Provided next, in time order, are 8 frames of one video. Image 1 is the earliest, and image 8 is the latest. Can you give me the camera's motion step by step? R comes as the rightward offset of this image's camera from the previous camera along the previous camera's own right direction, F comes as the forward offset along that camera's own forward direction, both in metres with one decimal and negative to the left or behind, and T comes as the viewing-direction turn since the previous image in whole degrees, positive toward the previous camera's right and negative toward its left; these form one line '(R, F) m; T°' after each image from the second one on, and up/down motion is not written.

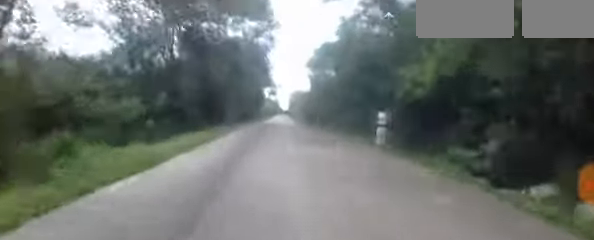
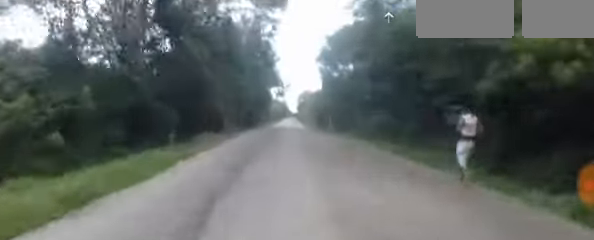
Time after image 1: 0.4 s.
(-0.2, +5.5) m; -1°
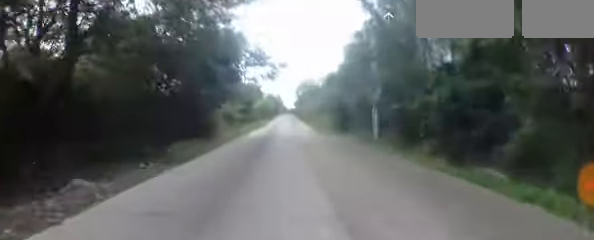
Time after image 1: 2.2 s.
(-0.2, +23.2) m; +1°
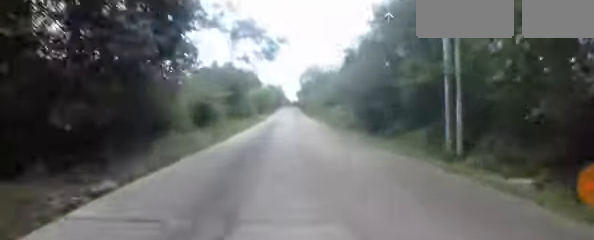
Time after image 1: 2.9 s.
(0.0, +9.2) m; -1°
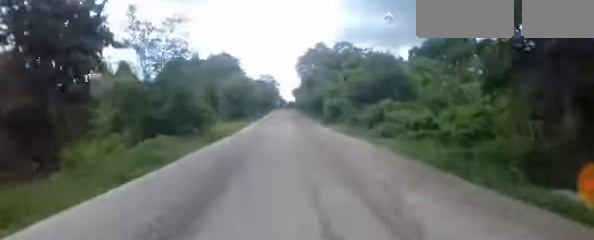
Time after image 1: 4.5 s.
(-0.5, +20.8) m; -1°
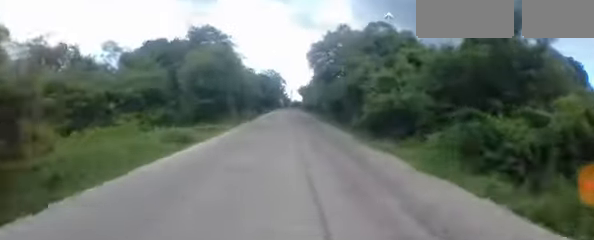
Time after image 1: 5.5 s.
(+0.2, +12.8) m; +1°
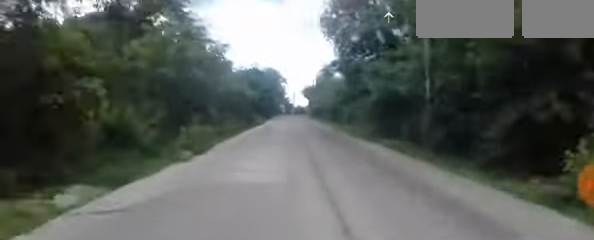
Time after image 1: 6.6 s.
(0.0, +14.9) m; 0°
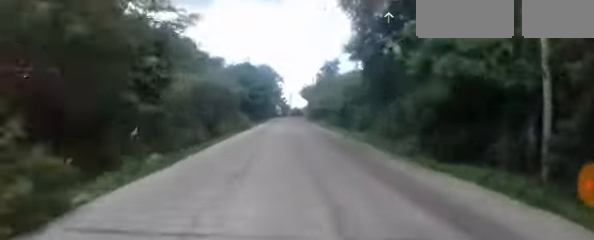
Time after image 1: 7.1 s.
(-0.2, +6.2) m; 0°
